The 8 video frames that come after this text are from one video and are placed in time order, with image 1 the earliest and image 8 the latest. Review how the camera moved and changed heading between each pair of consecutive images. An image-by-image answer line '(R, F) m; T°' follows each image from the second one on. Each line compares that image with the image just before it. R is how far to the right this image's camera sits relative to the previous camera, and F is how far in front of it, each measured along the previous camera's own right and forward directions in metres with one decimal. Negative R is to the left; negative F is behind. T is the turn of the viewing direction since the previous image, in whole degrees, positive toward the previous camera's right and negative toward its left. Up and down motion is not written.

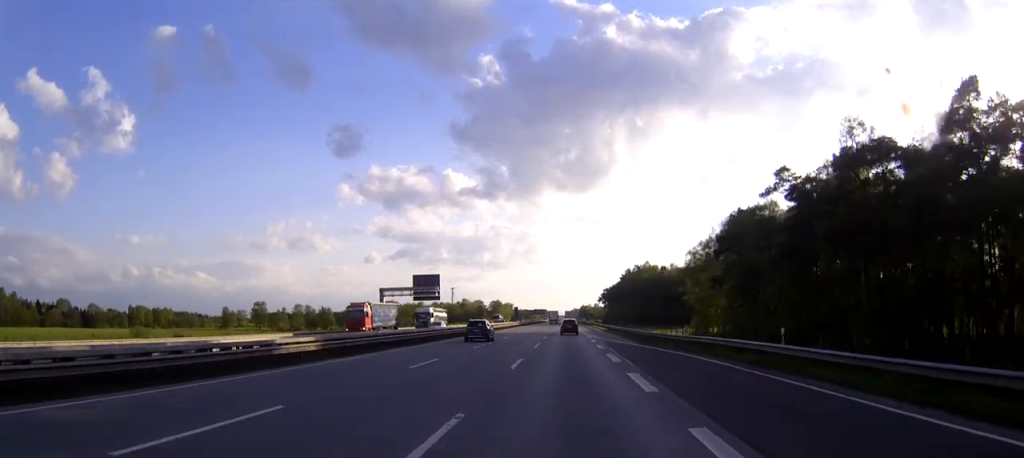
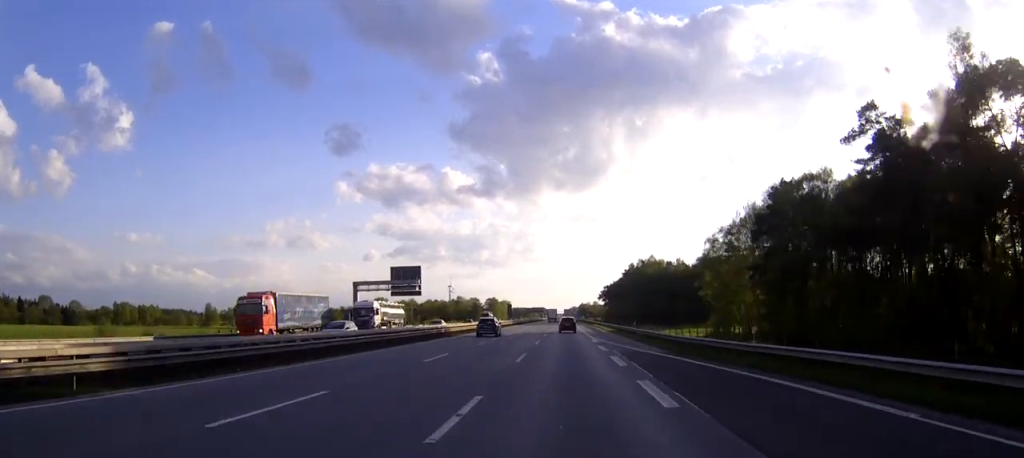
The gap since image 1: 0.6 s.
(-0.1, +15.3) m; 0°
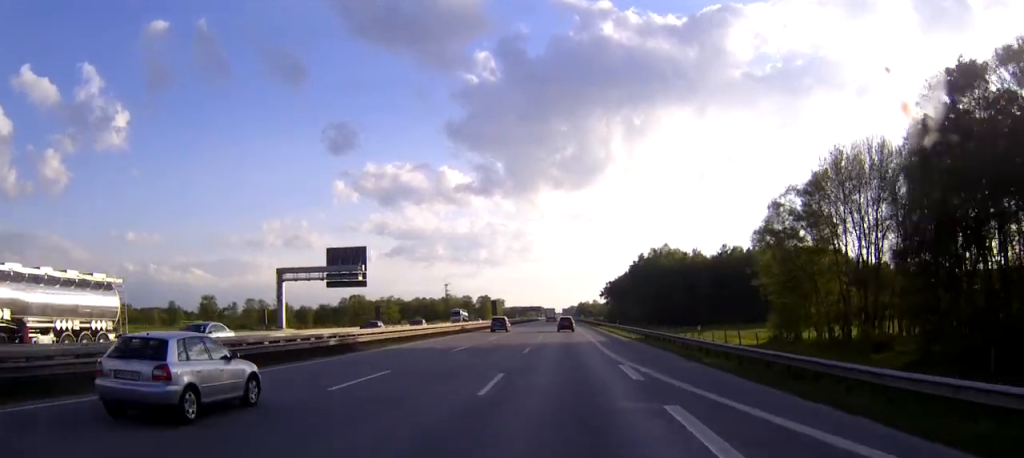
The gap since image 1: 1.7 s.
(0.0, +29.8) m; 0°
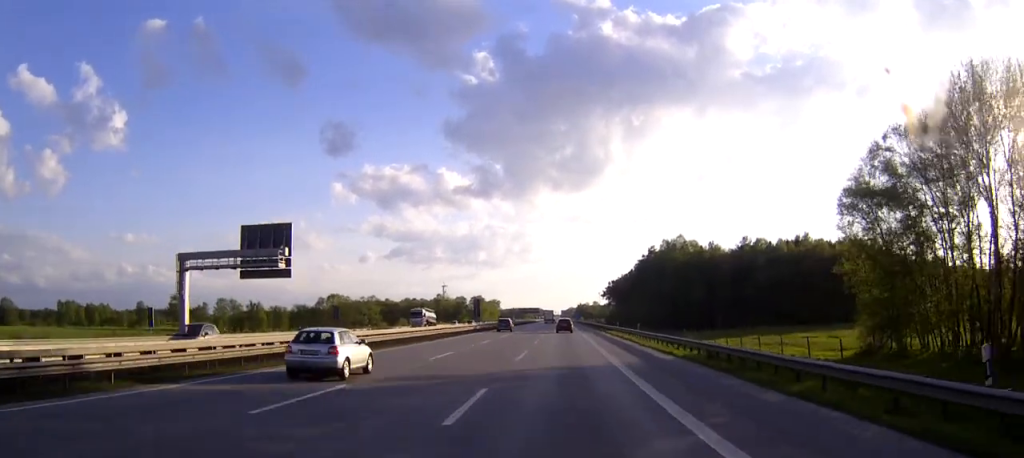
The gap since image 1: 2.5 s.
(+0.1, +22.5) m; 0°
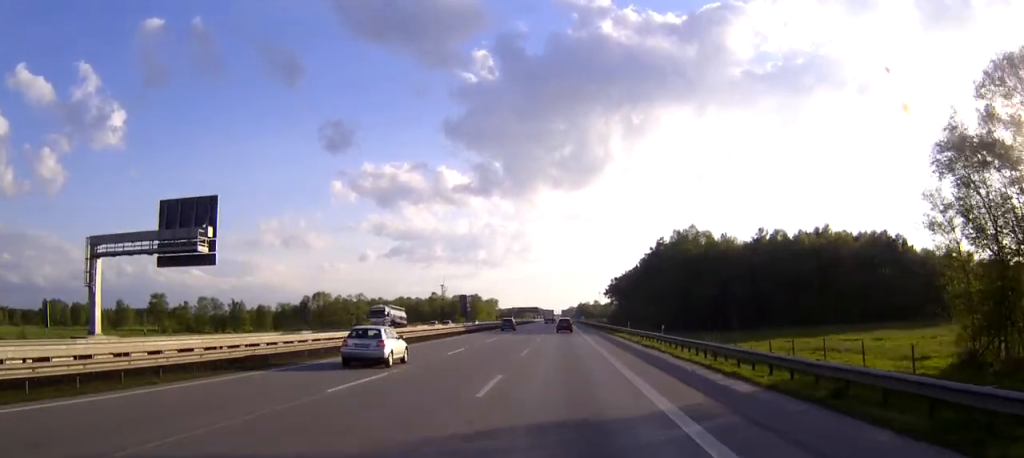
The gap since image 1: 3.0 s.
(0.0, +13.5) m; 0°
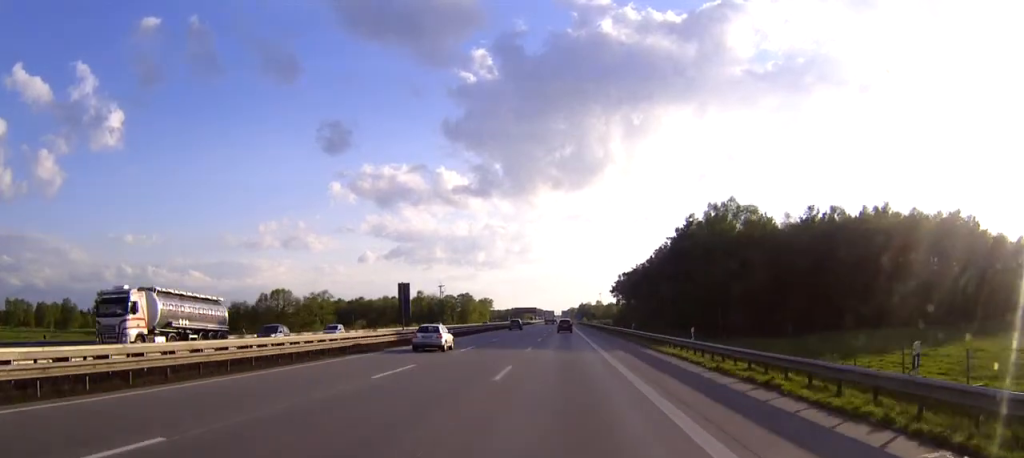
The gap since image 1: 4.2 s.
(0.0, +31.6) m; 0°
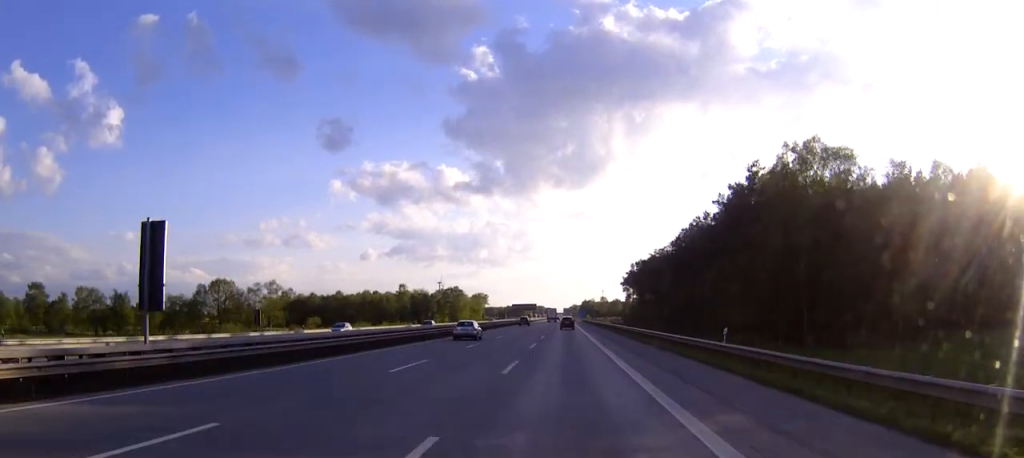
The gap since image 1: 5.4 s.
(0.0, +34.3) m; 0°
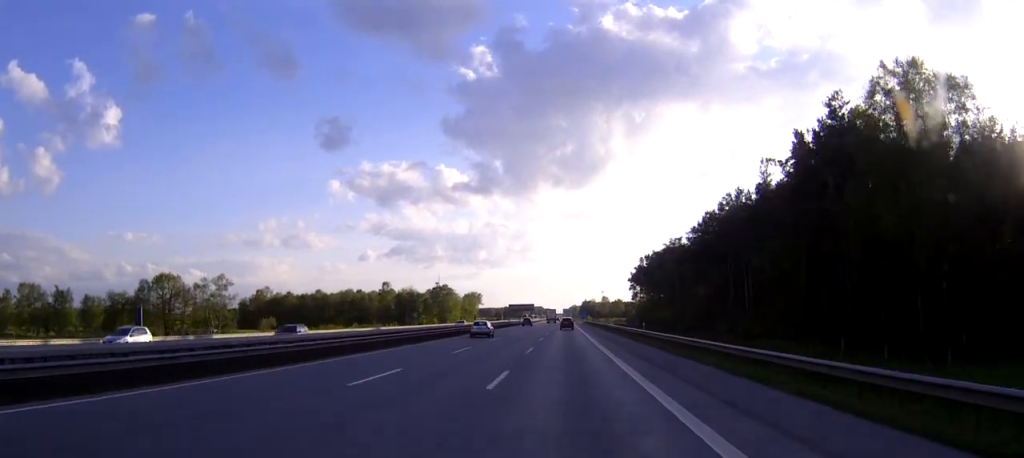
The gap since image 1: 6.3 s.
(0.0, +22.5) m; 0°
